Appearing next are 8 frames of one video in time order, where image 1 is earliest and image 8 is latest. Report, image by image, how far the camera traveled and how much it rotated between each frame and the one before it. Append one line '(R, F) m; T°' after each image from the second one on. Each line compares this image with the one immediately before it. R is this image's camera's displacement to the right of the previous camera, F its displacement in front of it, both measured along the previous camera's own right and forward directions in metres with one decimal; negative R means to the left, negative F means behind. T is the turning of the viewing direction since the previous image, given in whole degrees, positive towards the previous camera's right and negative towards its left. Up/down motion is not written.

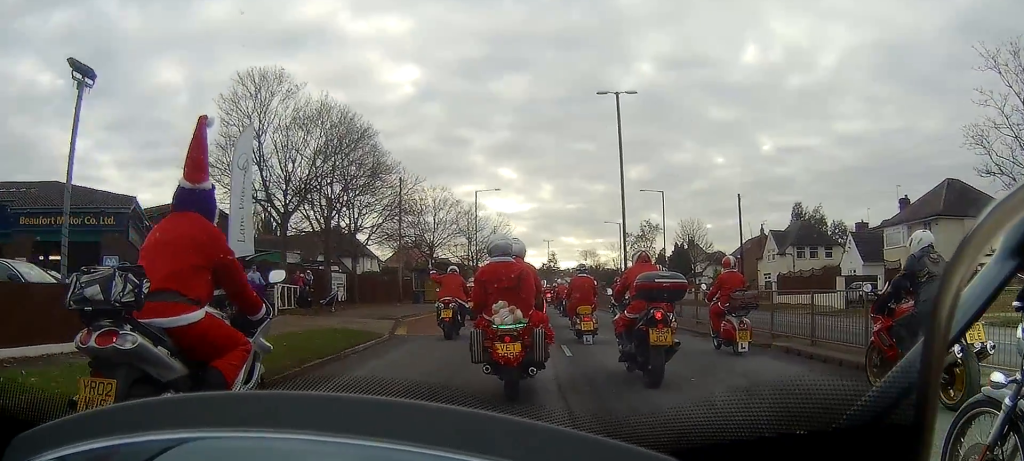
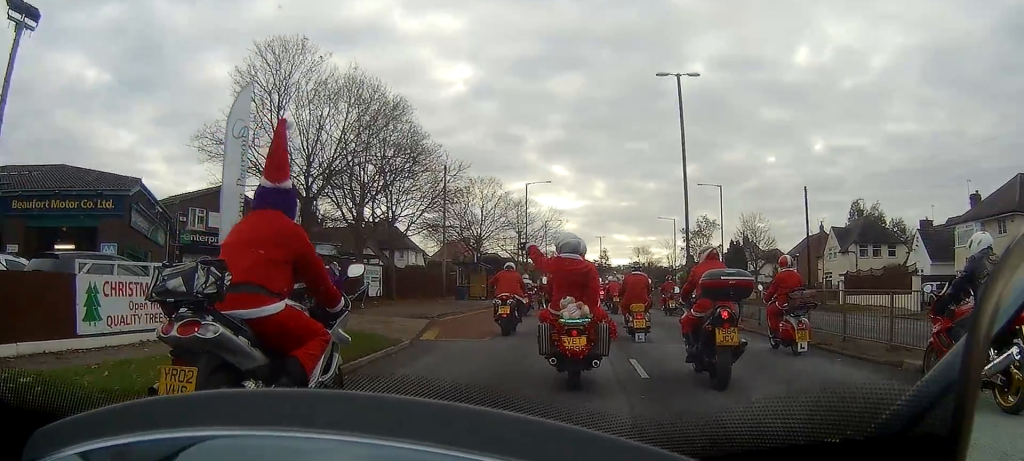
(0.0, +3.1) m; +2°
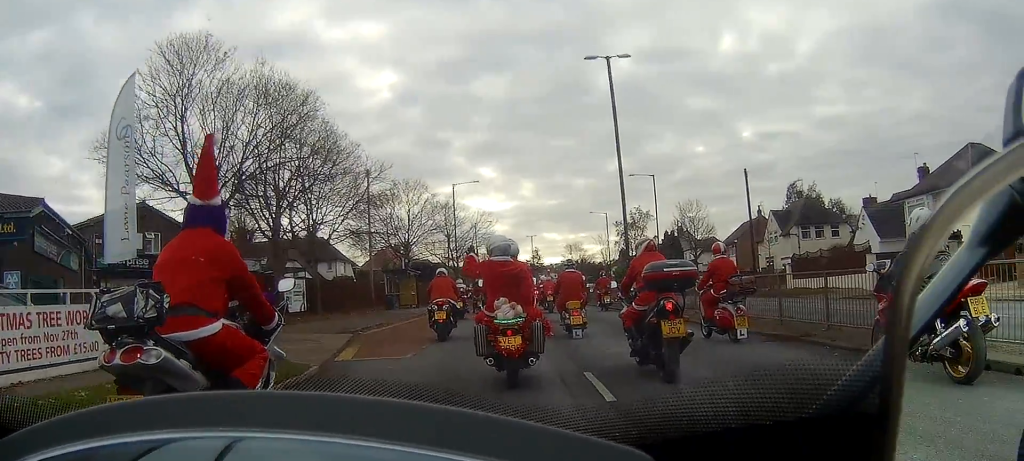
(0.0, +1.9) m; +2°
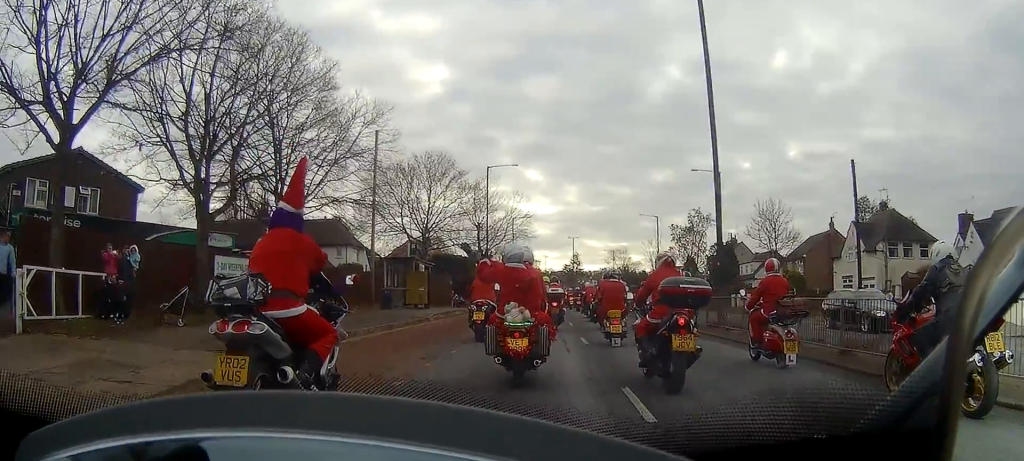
(+0.3, +9.1) m; 0°
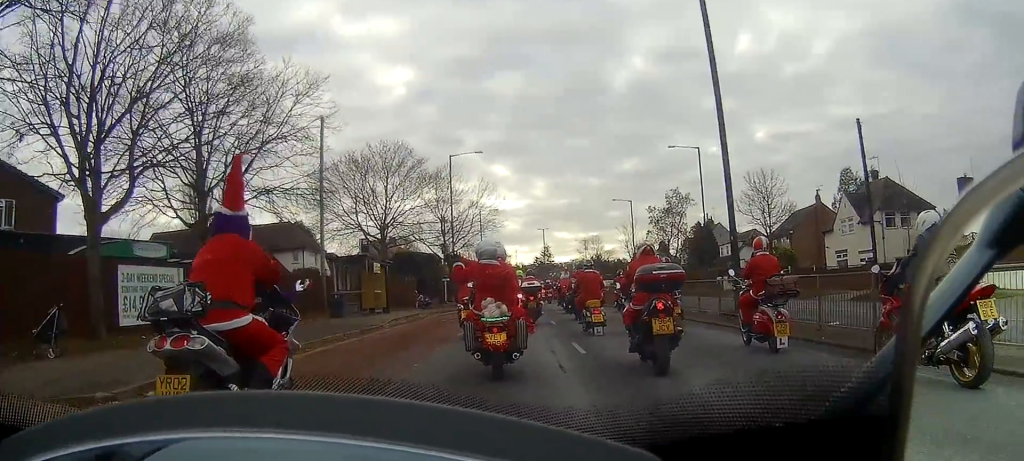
(-0.1, +4.0) m; -1°
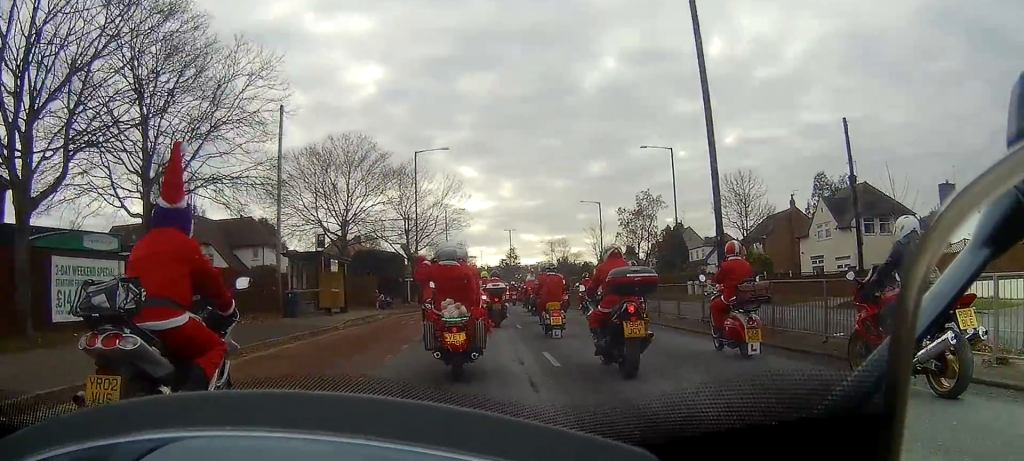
(0.0, +1.6) m; 0°
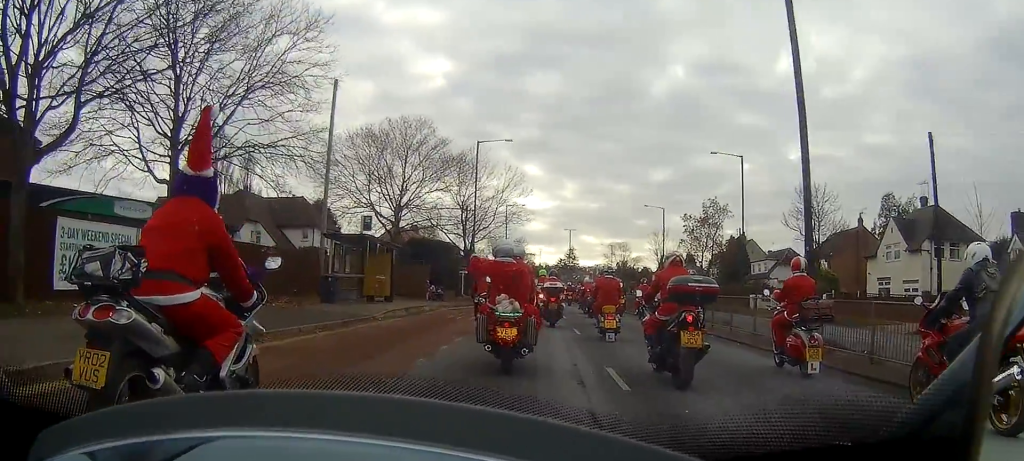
(0.0, +1.8) m; +1°
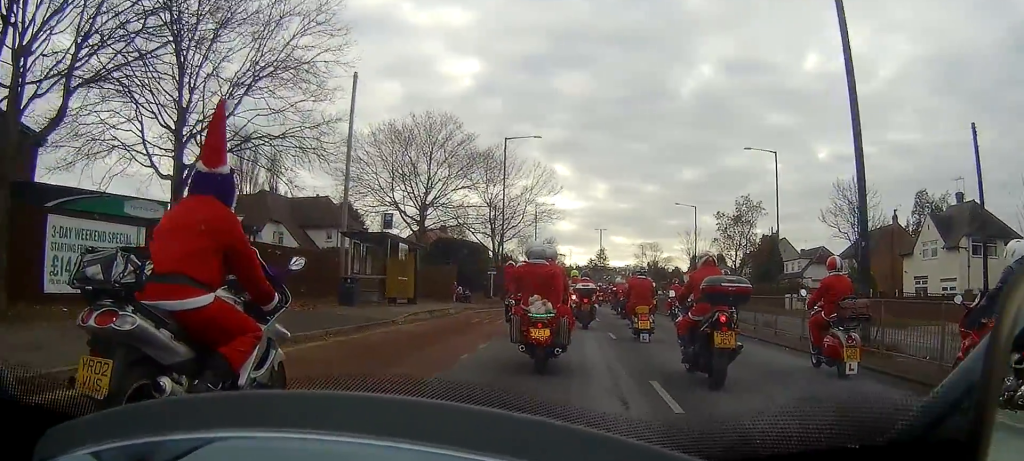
(0.0, +1.3) m; +1°
